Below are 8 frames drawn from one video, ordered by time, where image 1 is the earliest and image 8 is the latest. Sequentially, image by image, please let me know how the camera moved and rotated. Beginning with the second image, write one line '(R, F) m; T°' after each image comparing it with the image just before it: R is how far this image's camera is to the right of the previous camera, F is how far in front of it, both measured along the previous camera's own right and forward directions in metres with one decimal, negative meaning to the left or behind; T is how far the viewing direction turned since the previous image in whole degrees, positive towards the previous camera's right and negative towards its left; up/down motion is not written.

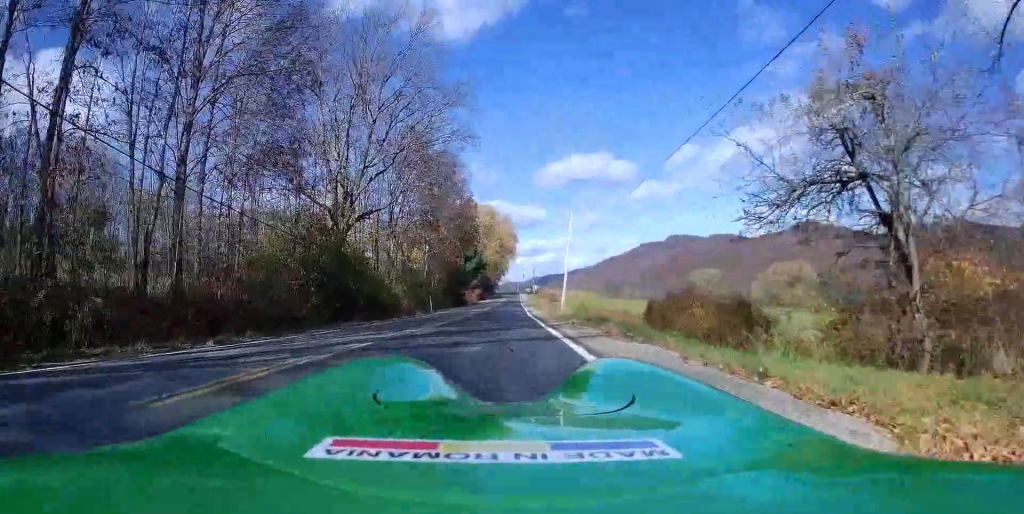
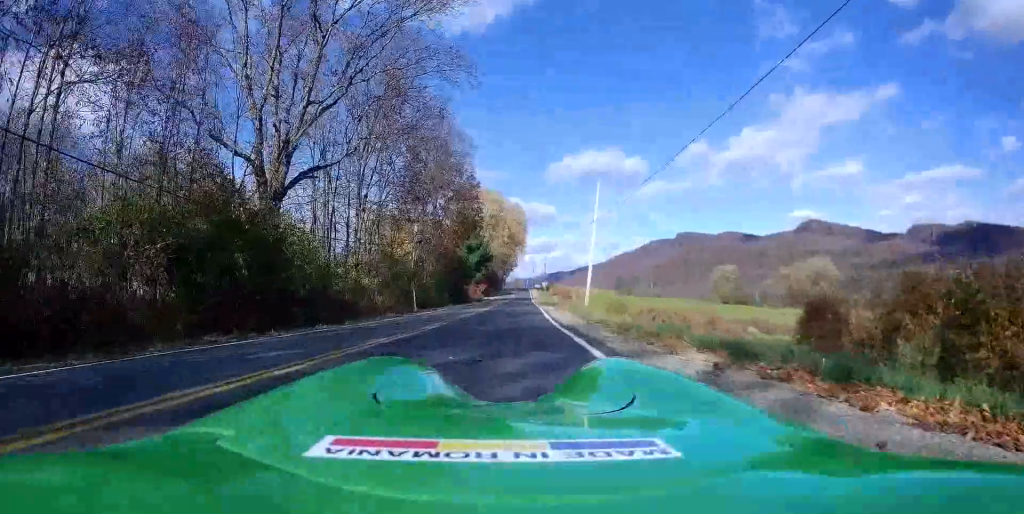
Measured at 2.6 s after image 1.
(+1.0, +13.2) m; +7°
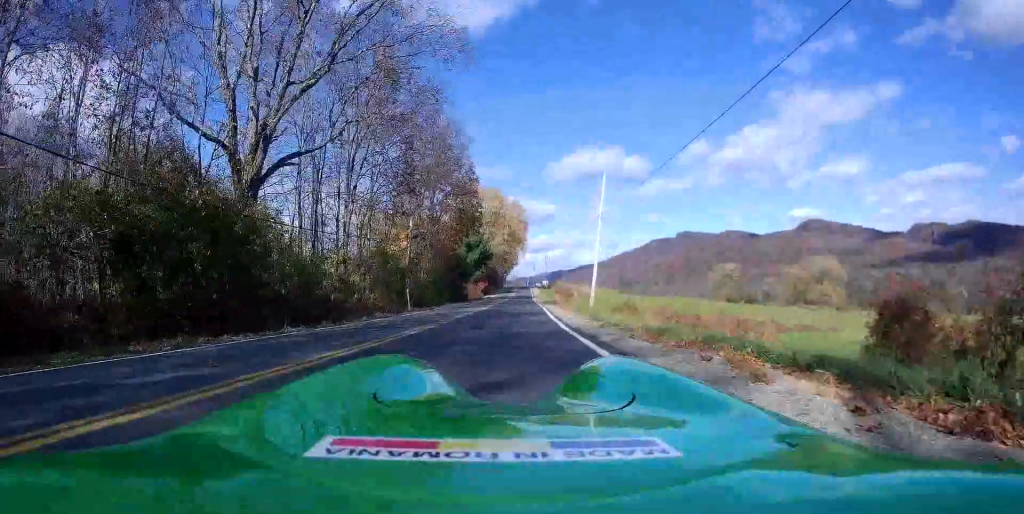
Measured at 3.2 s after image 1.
(0.0, +2.9) m; +2°
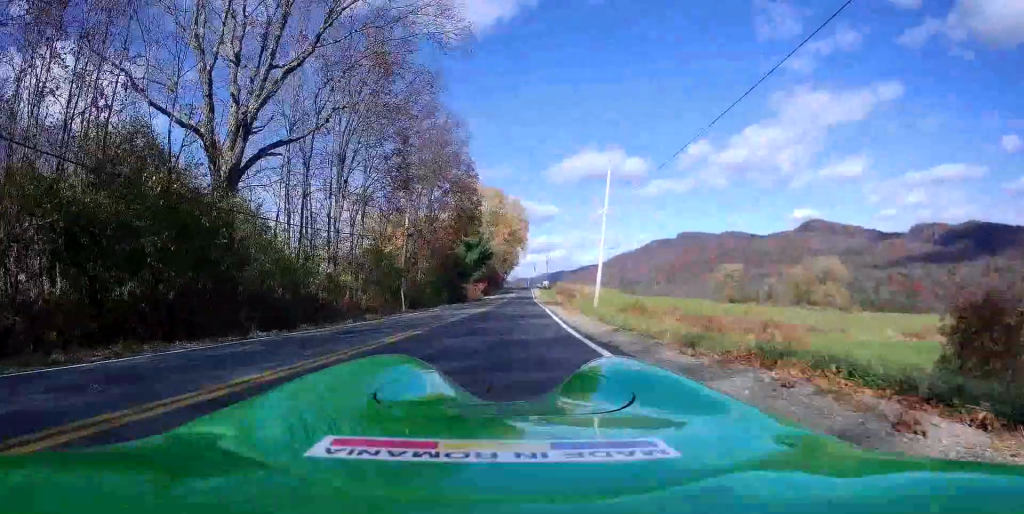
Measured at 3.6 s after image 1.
(+0.1, +1.9) m; +1°
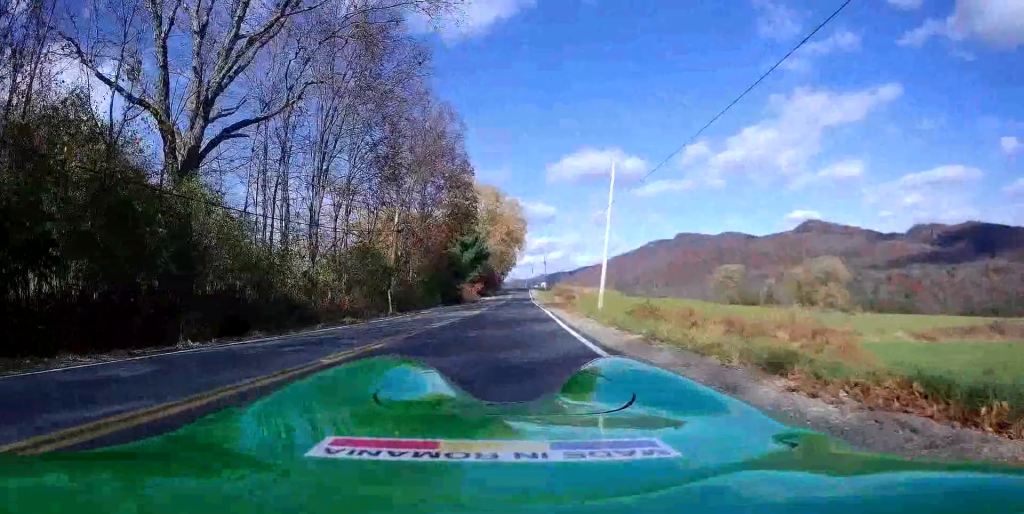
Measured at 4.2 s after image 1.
(+0.1, +2.6) m; +1°
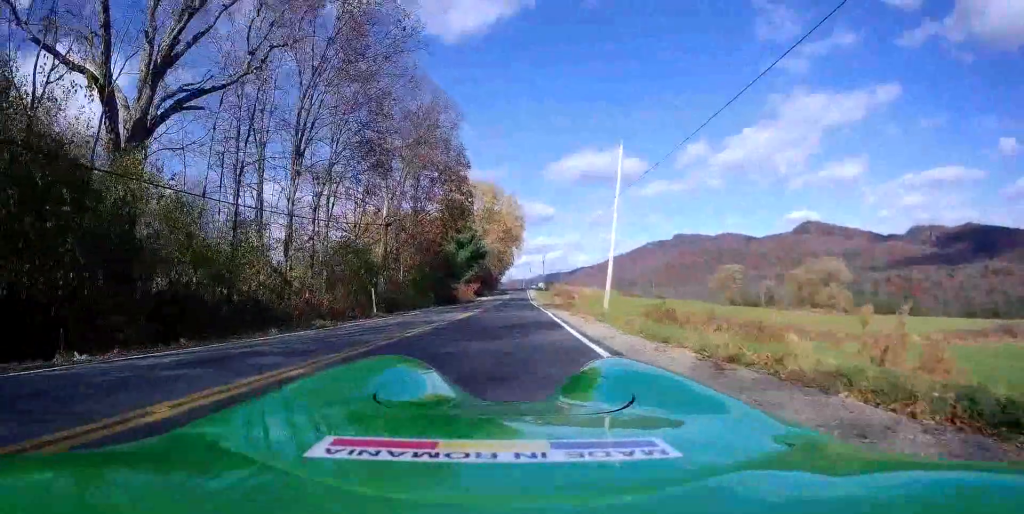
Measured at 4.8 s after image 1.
(-0.1, +2.6) m; -2°
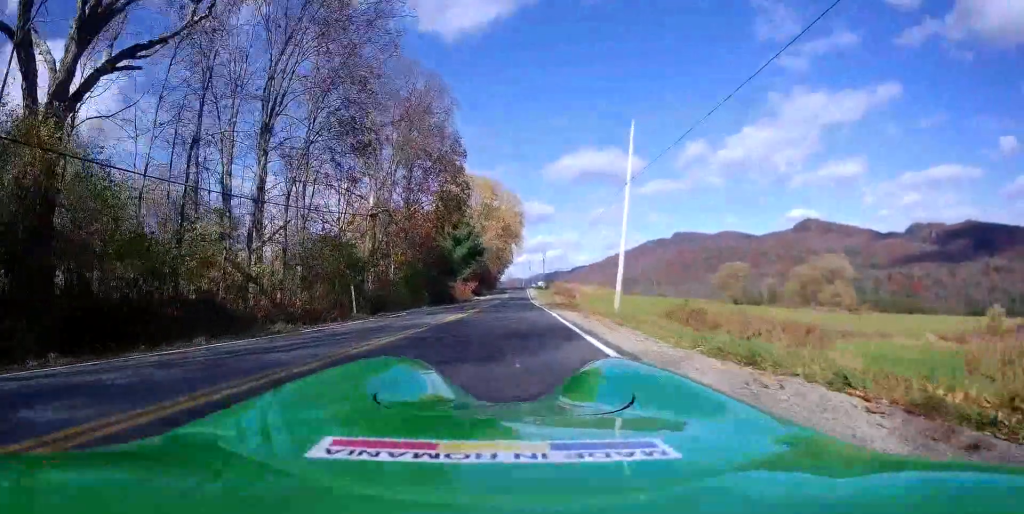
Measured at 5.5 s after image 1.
(-0.1, +4.1) m; 0°
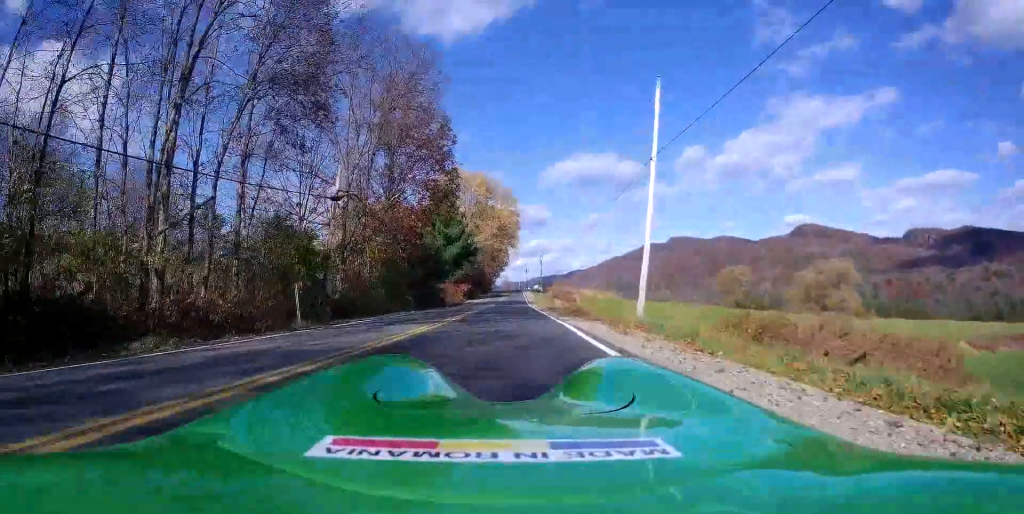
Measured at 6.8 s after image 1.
(+0.2, +8.9) m; +1°
